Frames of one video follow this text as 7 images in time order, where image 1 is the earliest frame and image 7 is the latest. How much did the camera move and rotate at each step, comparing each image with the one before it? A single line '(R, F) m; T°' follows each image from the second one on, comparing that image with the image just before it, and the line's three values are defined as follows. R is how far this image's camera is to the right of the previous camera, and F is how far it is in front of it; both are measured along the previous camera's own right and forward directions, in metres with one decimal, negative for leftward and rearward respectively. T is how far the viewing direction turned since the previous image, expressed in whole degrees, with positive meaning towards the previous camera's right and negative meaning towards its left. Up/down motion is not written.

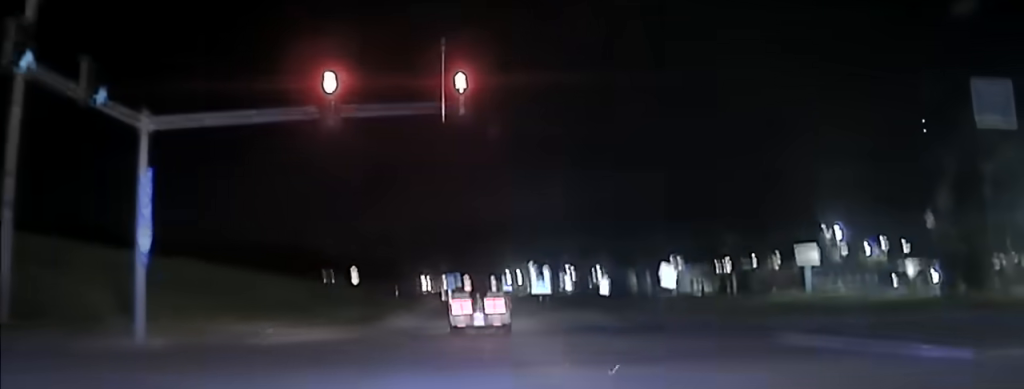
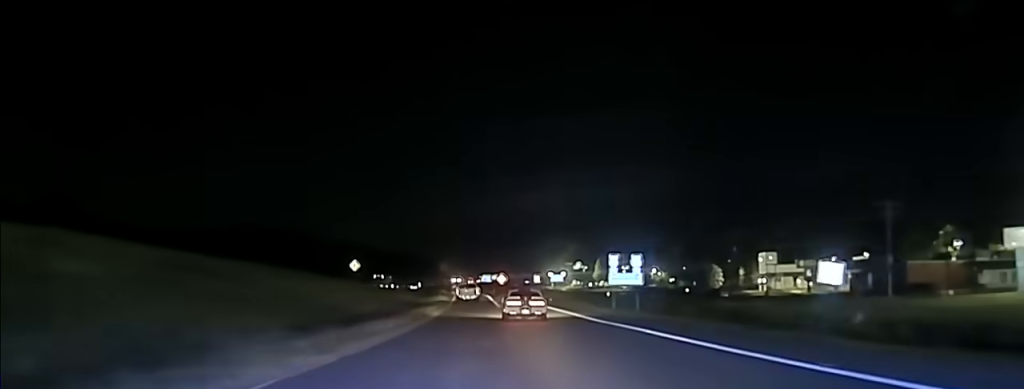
(-0.8, +45.1) m; -2°
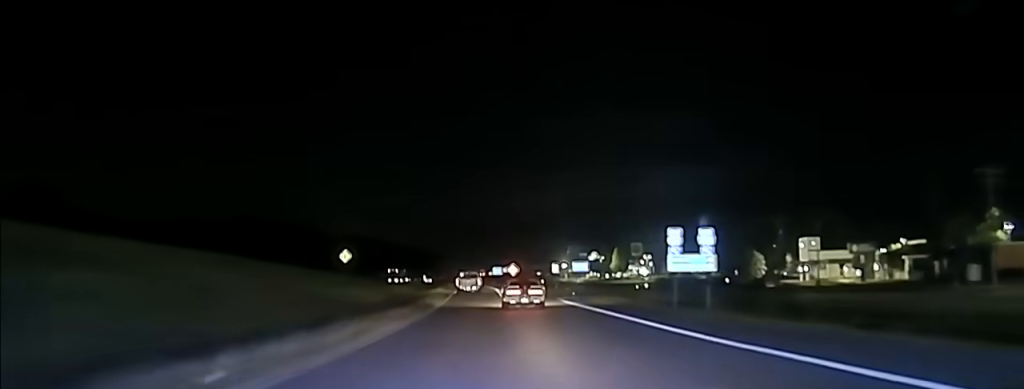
(-0.1, +19.0) m; 0°
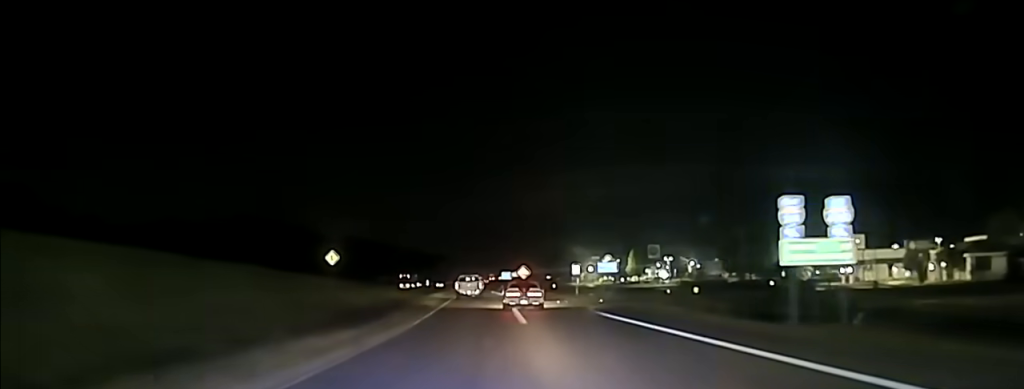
(0.0, +17.5) m; 0°
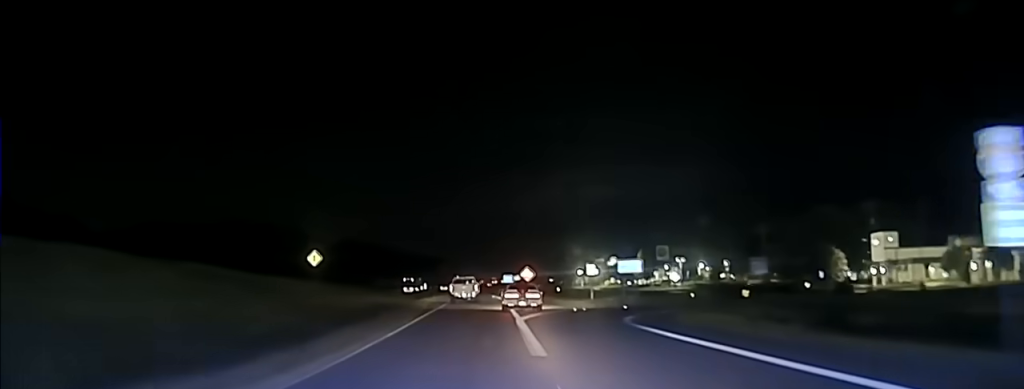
(0.0, +11.9) m; 0°
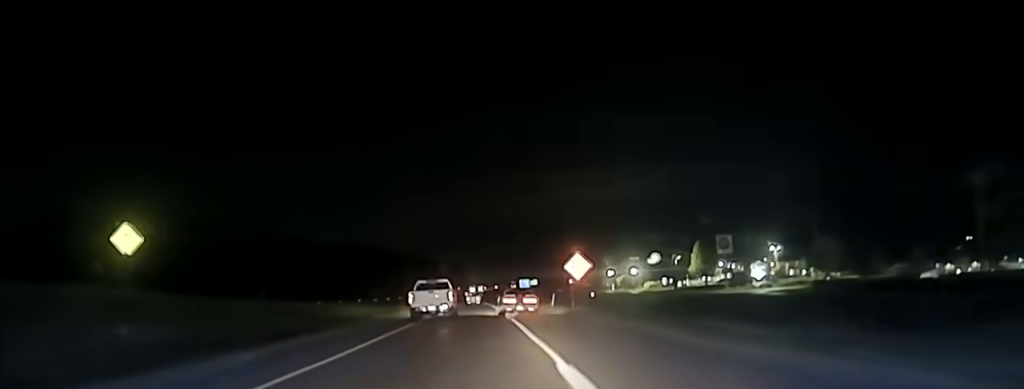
(-0.4, +60.0) m; 0°
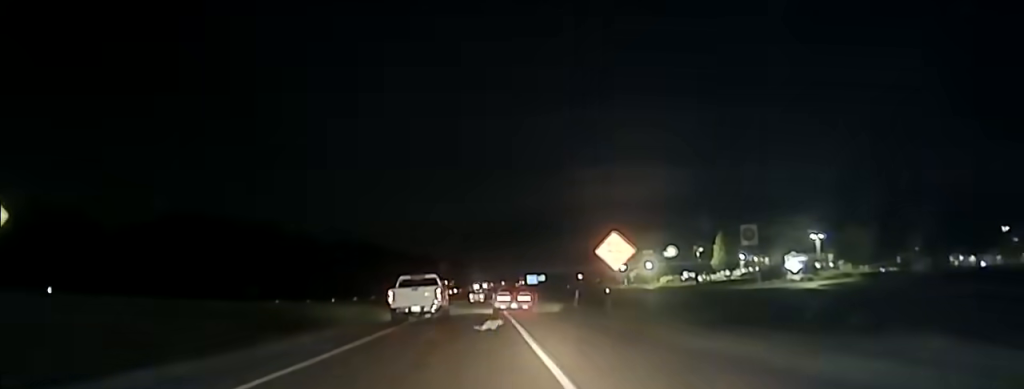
(+0.3, +16.1) m; 0°
